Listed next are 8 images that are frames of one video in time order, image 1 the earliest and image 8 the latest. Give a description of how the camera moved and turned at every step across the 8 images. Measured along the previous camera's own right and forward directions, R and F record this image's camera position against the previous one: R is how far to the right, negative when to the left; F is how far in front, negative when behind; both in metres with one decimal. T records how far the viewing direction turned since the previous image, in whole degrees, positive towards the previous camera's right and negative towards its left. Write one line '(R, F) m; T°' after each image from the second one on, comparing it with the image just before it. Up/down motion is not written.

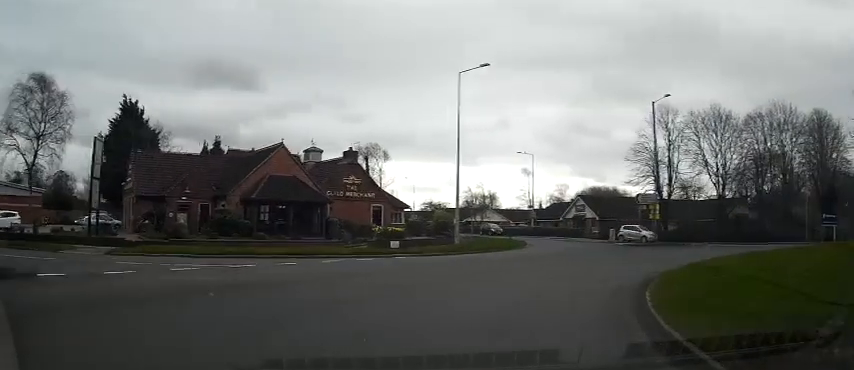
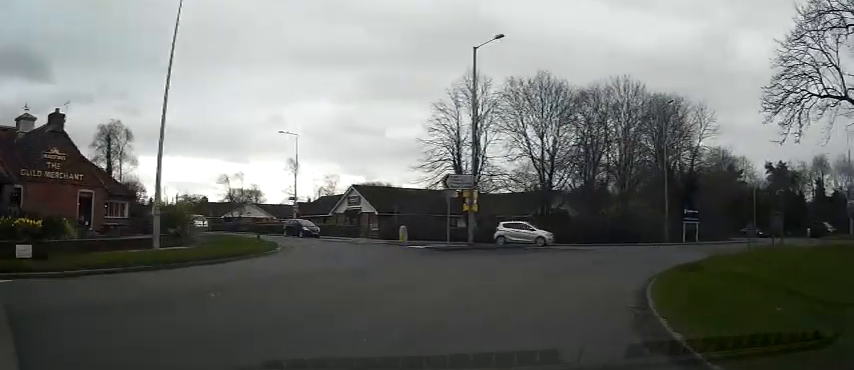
(+2.9, +12.0) m; +25°
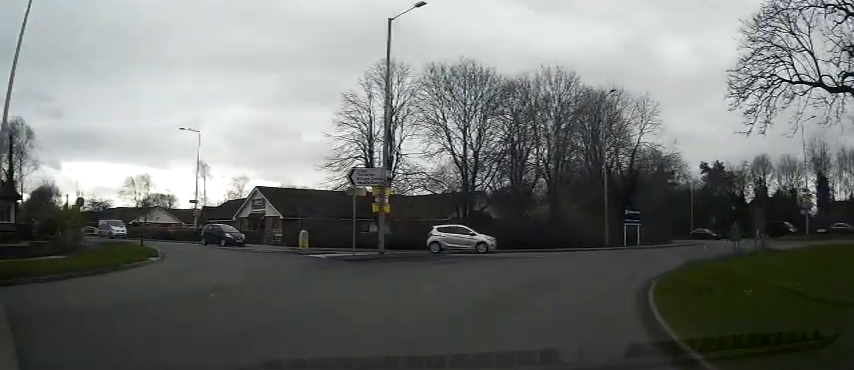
(+0.2, +4.8) m; +10°
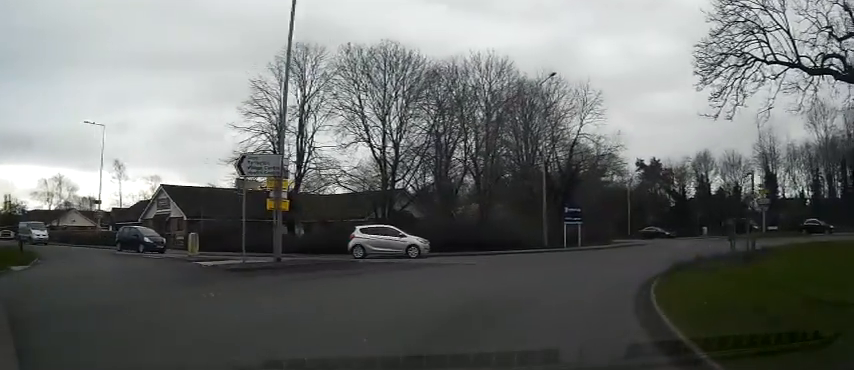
(+0.5, +4.4) m; +10°
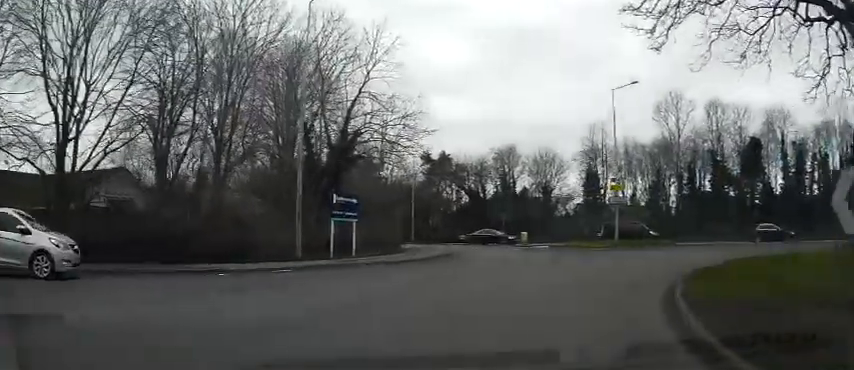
(+3.0, +12.6) m; +24°
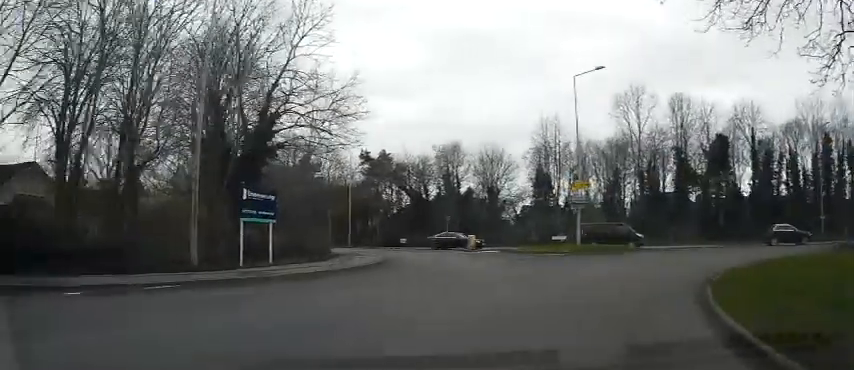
(+0.3, +4.0) m; +4°
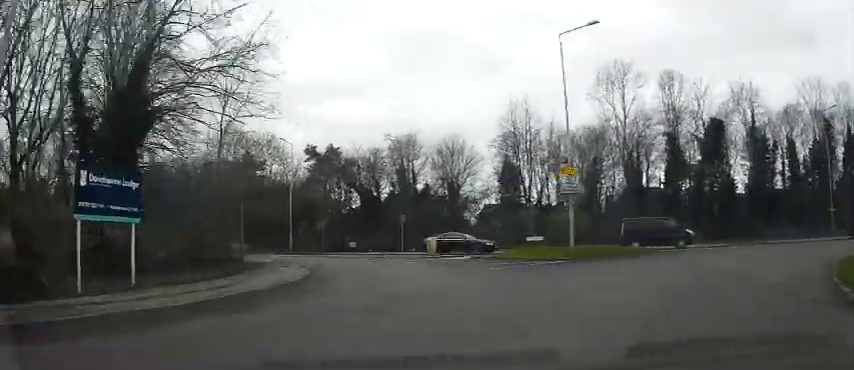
(+0.4, +7.1) m; +5°
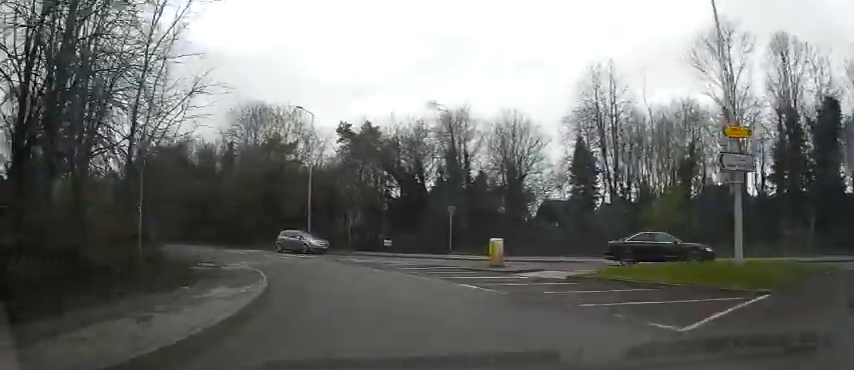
(+0.4, +9.8) m; -1°
